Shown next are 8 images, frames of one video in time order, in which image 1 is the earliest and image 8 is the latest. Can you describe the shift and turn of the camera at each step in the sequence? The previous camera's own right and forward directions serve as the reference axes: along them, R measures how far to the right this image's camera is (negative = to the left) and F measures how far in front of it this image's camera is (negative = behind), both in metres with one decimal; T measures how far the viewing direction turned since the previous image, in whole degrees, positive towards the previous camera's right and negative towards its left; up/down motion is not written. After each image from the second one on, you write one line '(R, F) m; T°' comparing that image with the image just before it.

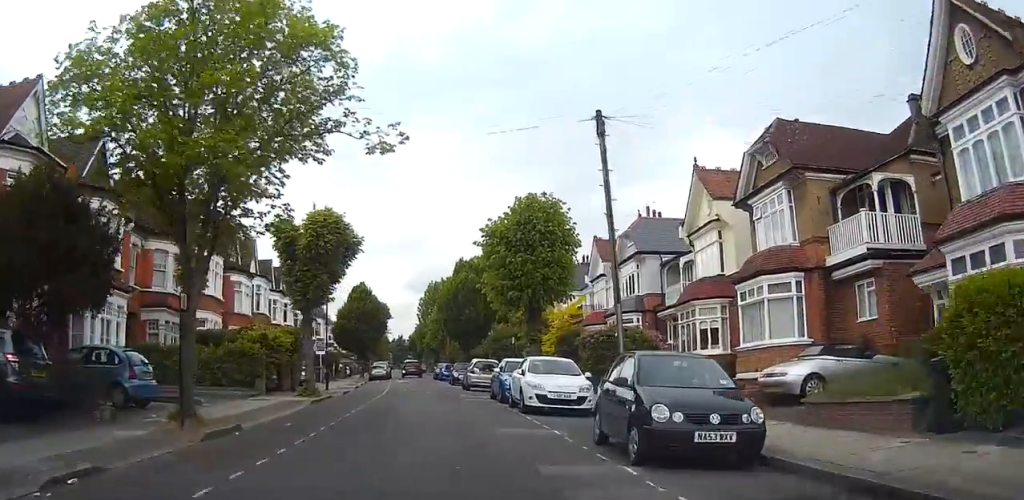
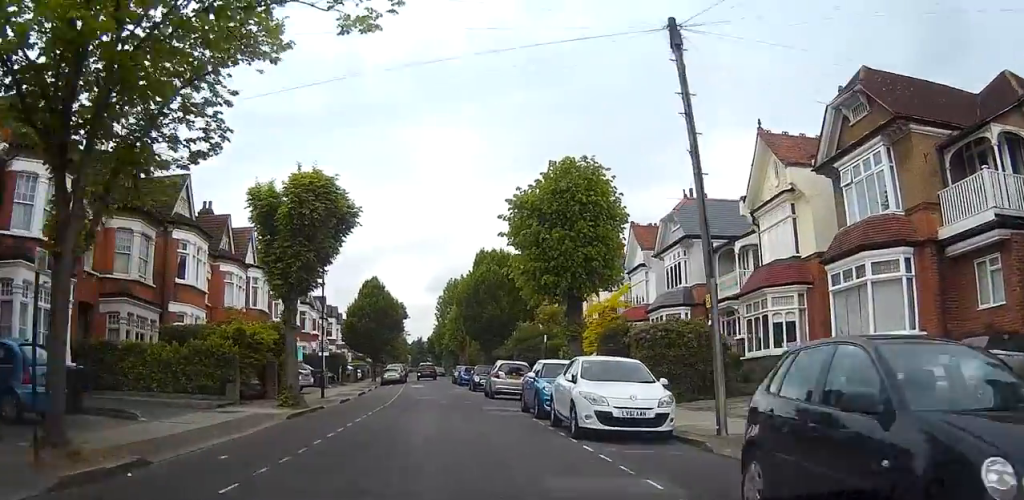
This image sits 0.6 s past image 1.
(0.0, +6.3) m; -4°
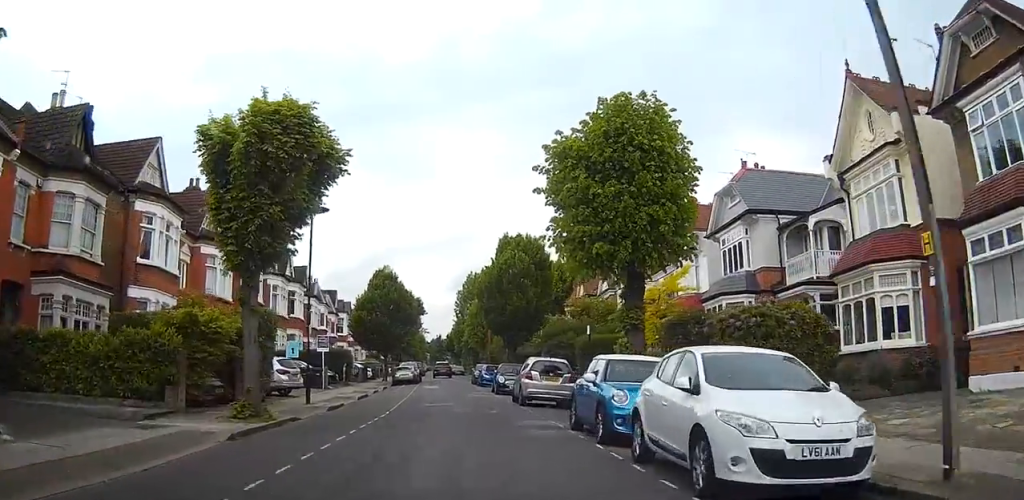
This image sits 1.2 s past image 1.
(-0.5, +6.9) m; -4°
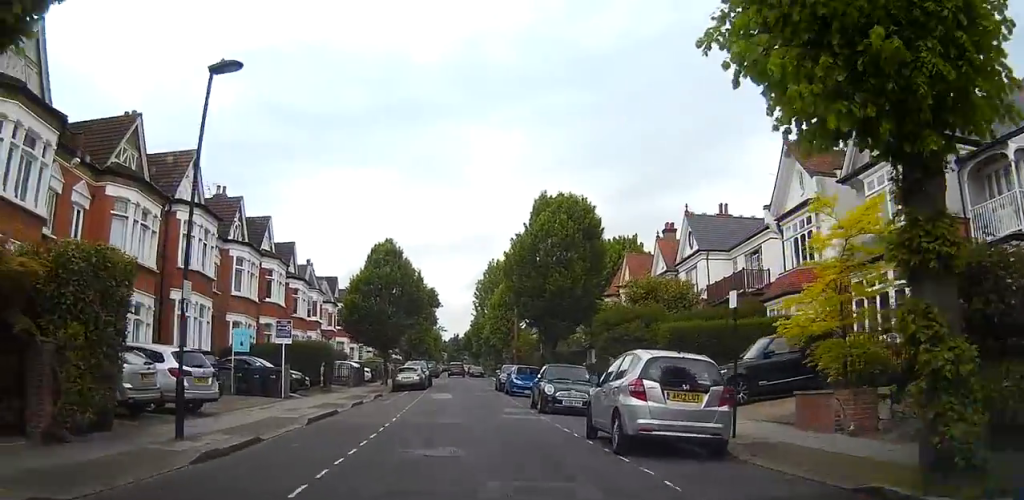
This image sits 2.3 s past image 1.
(-0.6, +12.5) m; -3°
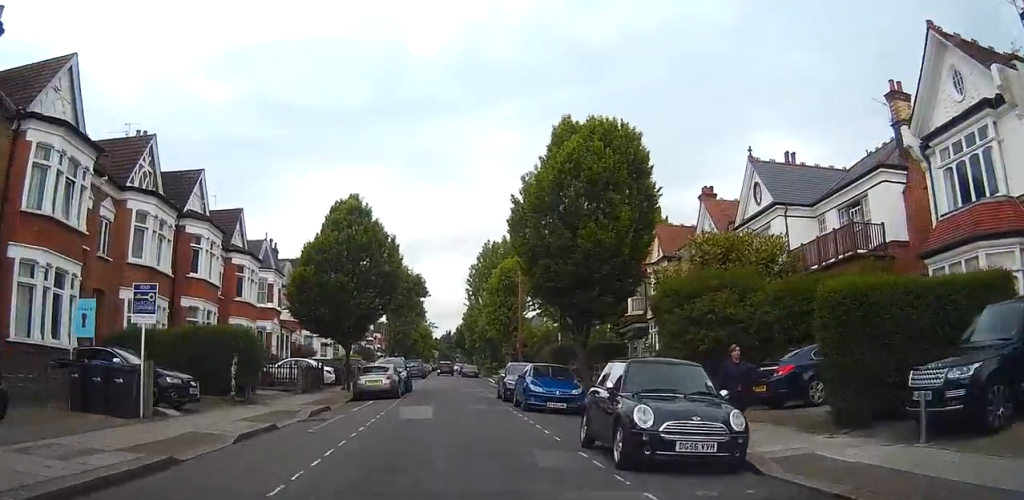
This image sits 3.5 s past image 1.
(0.0, +12.1) m; 0°
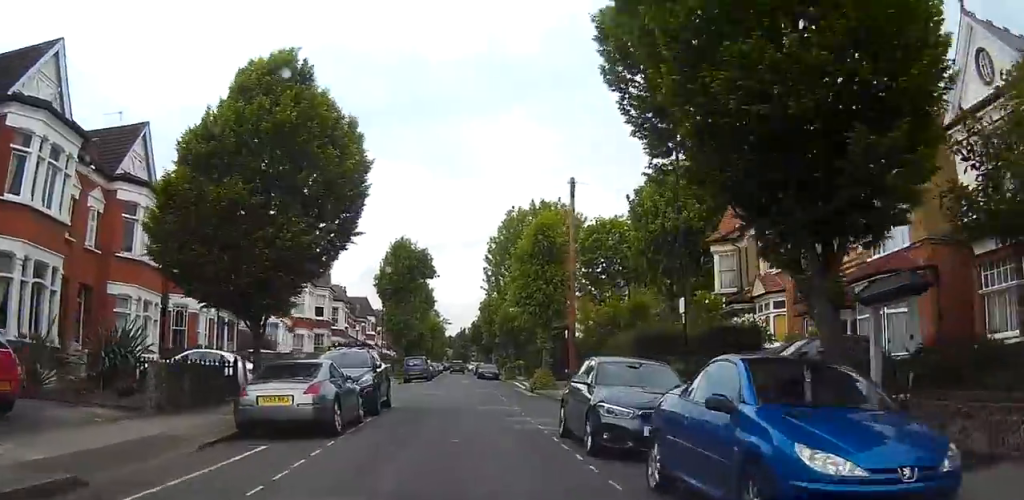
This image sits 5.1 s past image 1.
(-0.1, +16.8) m; -1°
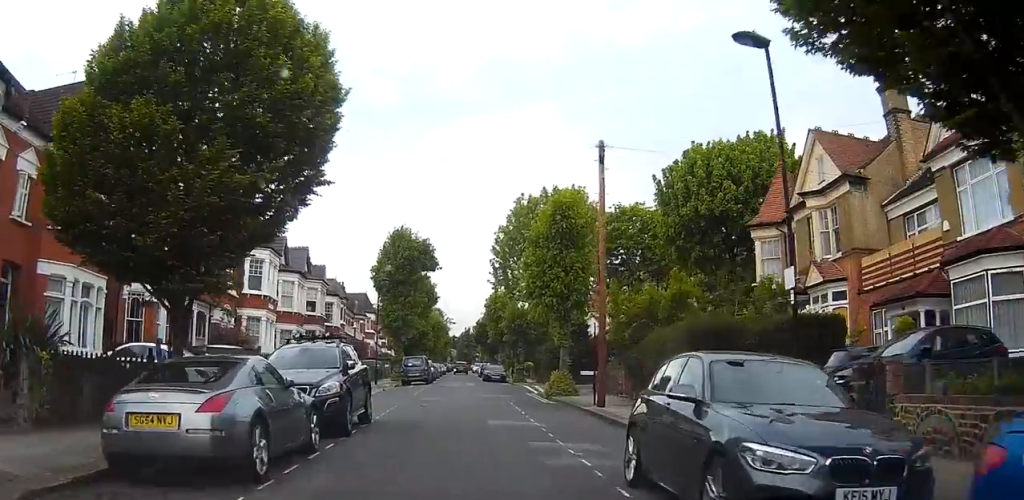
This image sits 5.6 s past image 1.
(0.0, +5.2) m; -1°
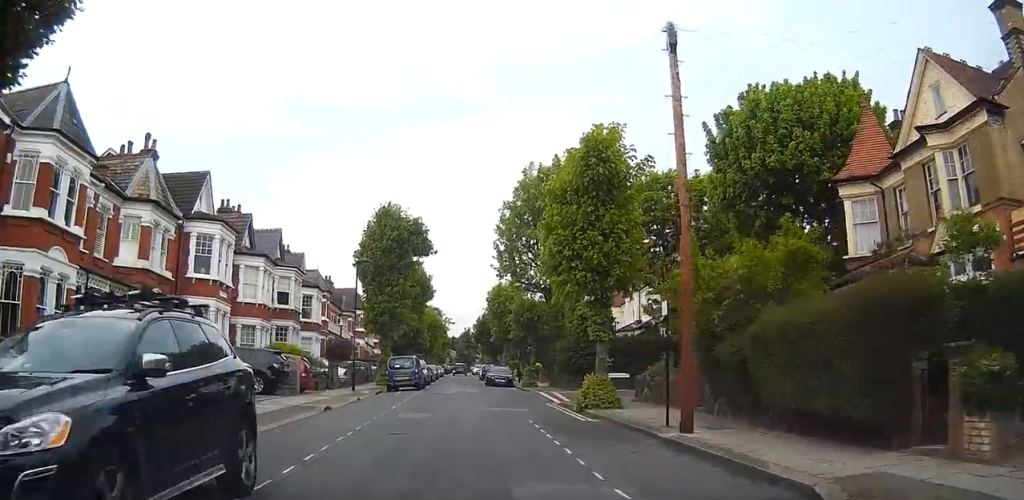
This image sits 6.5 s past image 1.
(0.0, +8.8) m; -1°
